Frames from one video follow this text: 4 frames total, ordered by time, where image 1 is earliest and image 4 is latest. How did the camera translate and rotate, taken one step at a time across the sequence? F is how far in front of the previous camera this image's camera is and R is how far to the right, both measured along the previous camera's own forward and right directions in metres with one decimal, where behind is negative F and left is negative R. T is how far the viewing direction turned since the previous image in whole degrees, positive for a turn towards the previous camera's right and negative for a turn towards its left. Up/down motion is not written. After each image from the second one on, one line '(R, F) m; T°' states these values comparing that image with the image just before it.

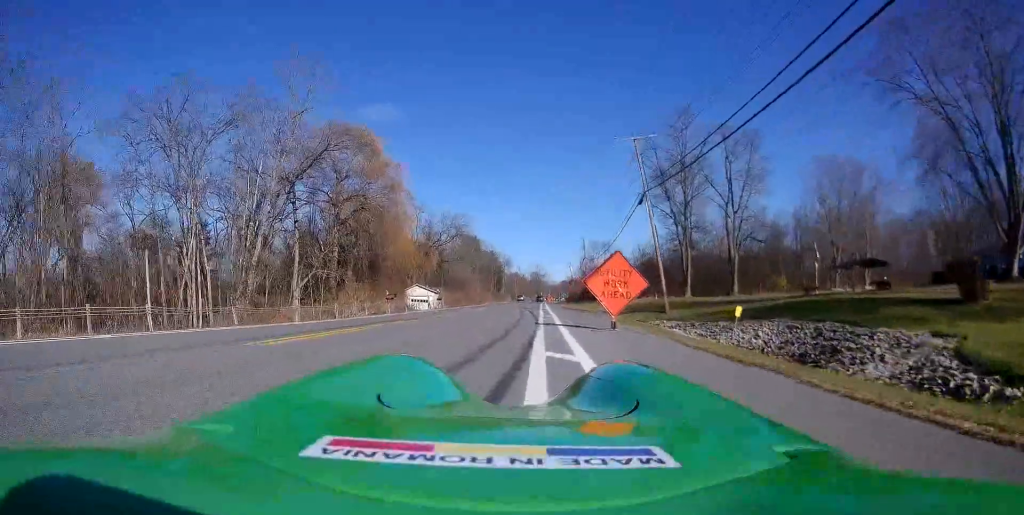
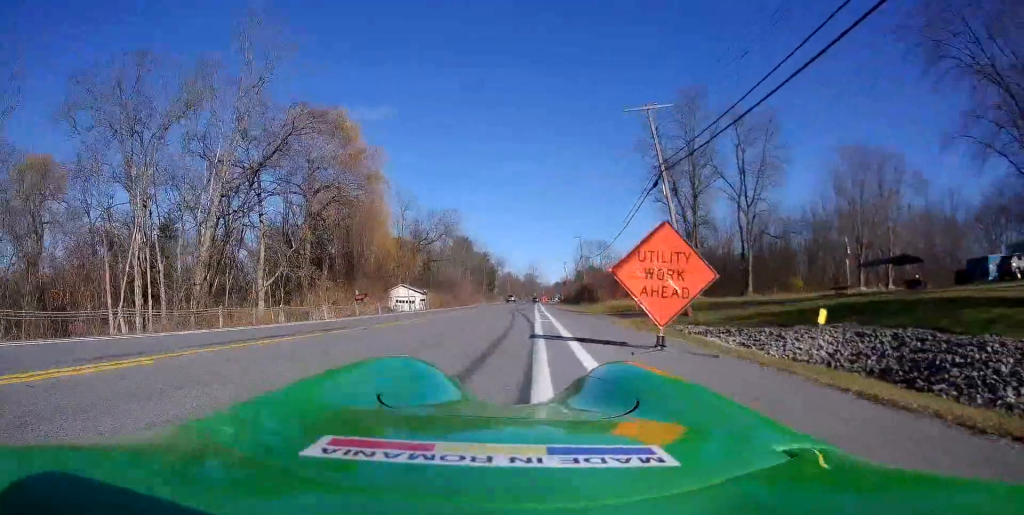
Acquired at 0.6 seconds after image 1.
(0.0, +6.0) m; -1°
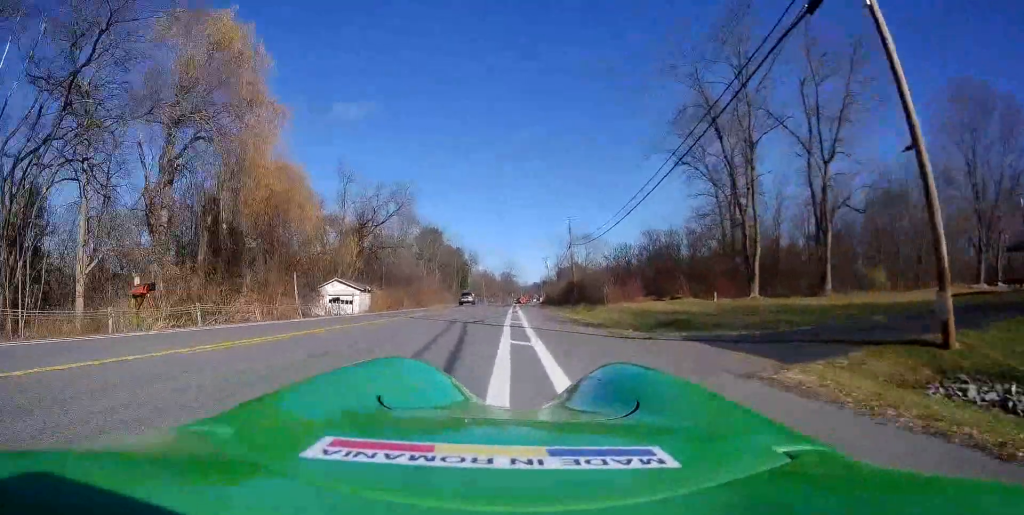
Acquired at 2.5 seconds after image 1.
(+0.2, +19.3) m; +2°
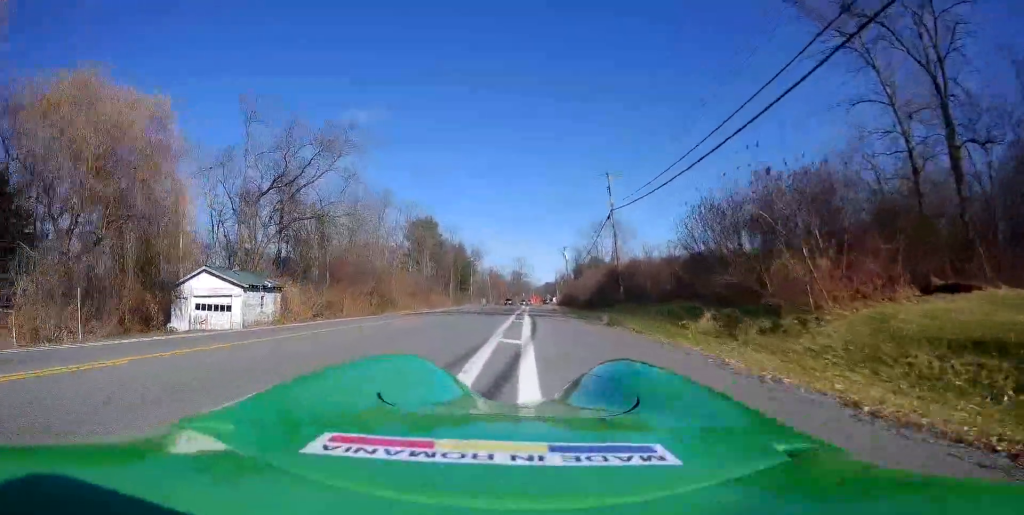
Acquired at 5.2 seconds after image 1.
(-0.4, +27.1) m; -1°
